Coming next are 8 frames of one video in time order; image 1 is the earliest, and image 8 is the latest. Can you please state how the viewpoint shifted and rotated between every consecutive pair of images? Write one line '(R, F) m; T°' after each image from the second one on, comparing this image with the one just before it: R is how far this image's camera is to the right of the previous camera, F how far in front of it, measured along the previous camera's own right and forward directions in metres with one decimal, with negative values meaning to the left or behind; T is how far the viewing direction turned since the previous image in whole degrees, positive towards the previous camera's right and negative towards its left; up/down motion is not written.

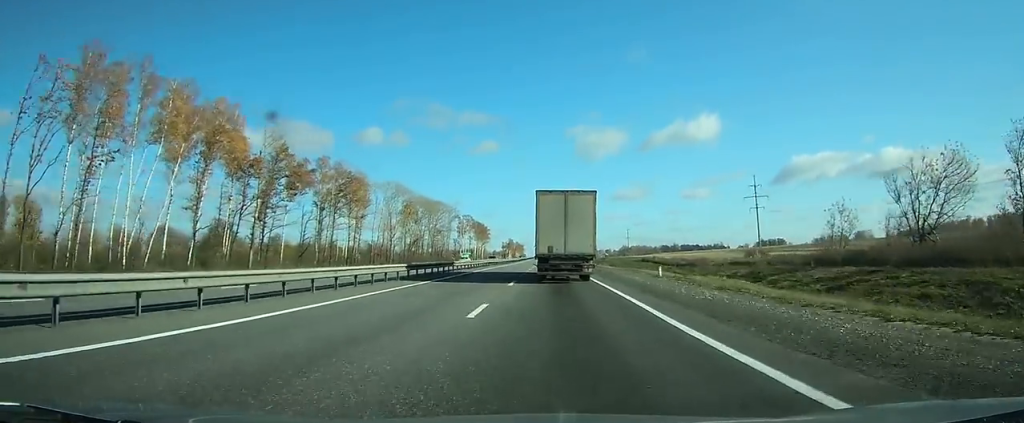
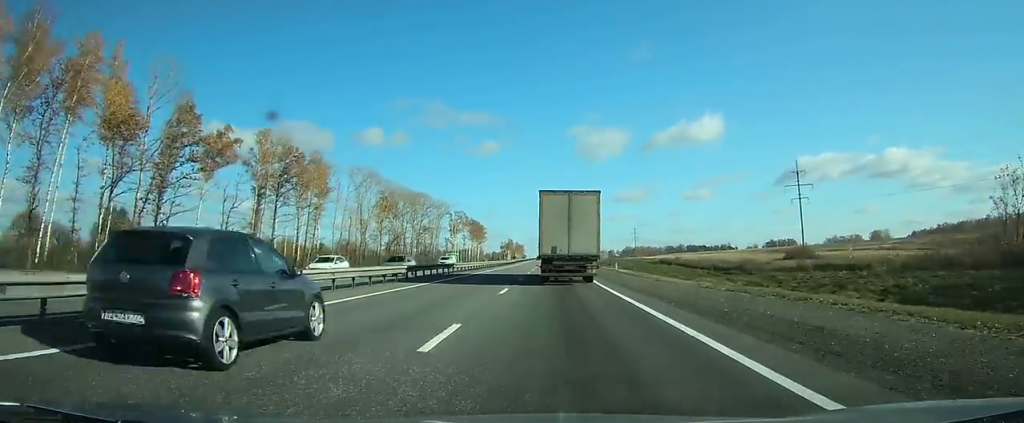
(0.0, +27.0) m; 0°
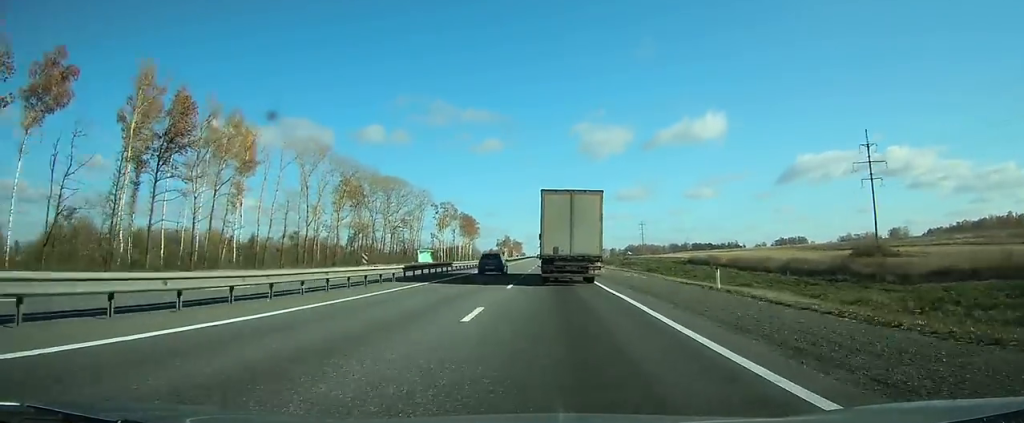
(0.0, +31.4) m; 0°
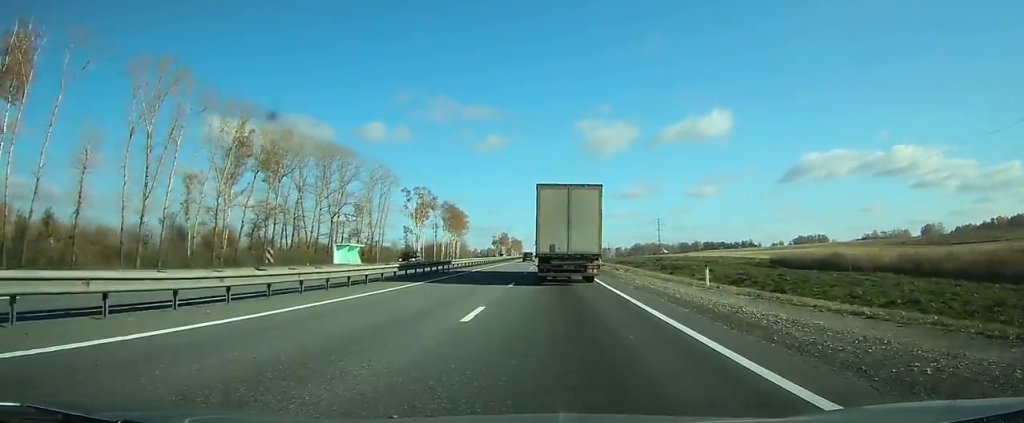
(+0.1, +49.2) m; 0°
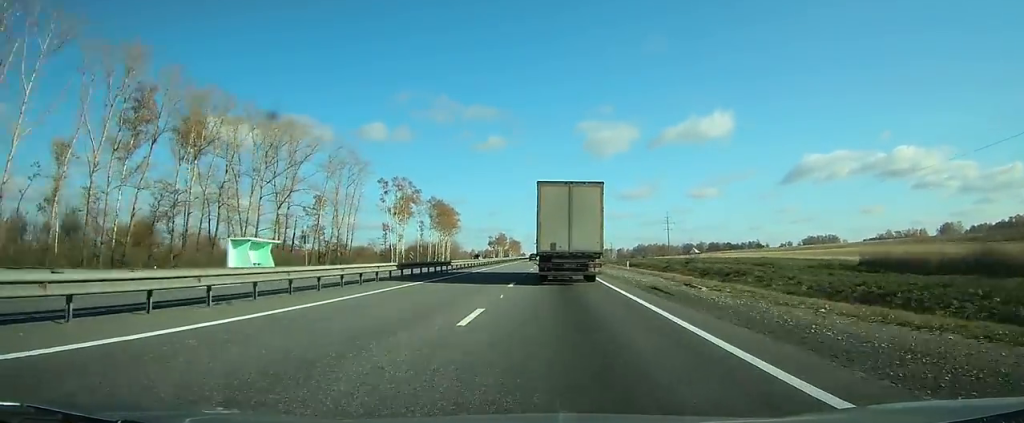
(0.0, +25.7) m; 0°
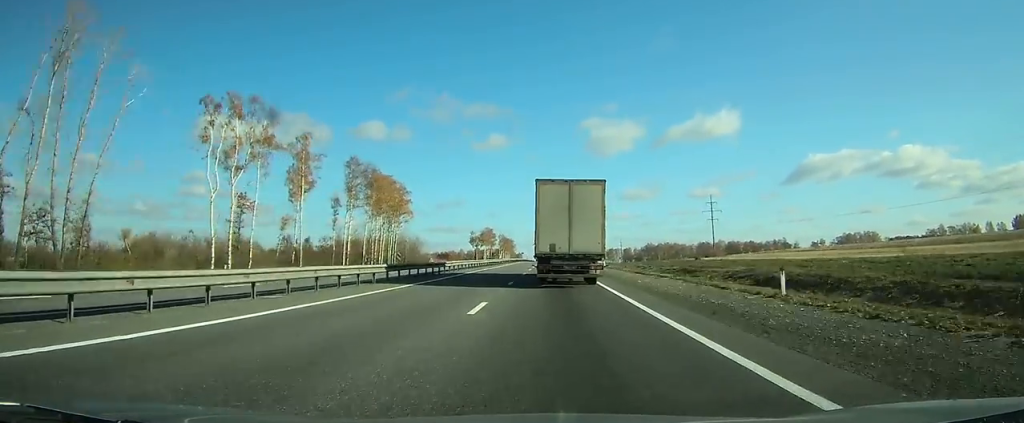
(+0.4, +81.0) m; 0°
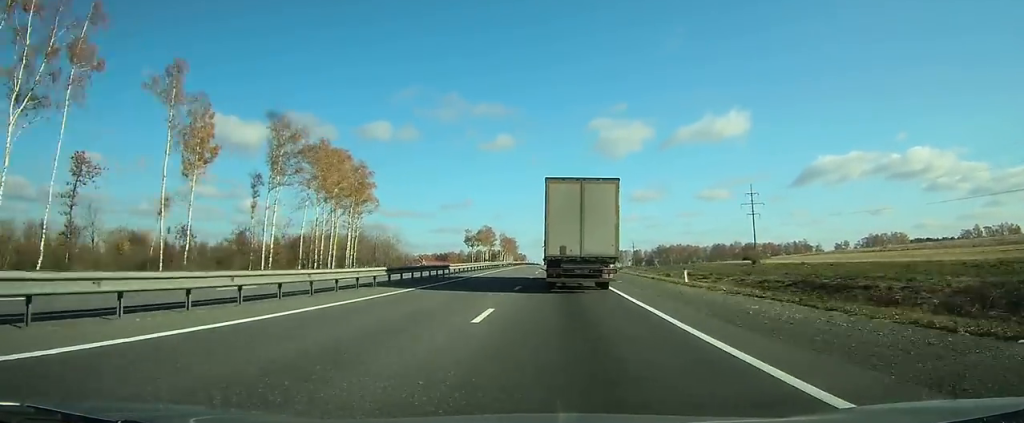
(-0.5, +36.2) m; -1°
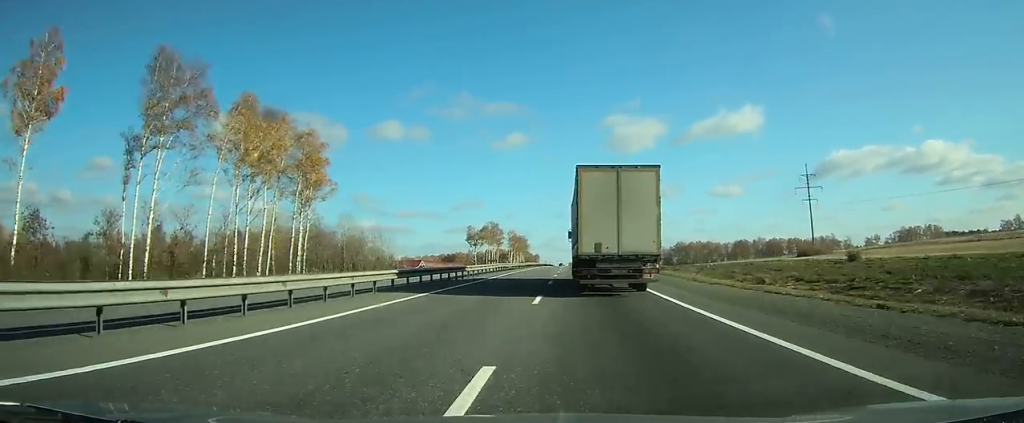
(-0.3, +32.2) m; -1°
